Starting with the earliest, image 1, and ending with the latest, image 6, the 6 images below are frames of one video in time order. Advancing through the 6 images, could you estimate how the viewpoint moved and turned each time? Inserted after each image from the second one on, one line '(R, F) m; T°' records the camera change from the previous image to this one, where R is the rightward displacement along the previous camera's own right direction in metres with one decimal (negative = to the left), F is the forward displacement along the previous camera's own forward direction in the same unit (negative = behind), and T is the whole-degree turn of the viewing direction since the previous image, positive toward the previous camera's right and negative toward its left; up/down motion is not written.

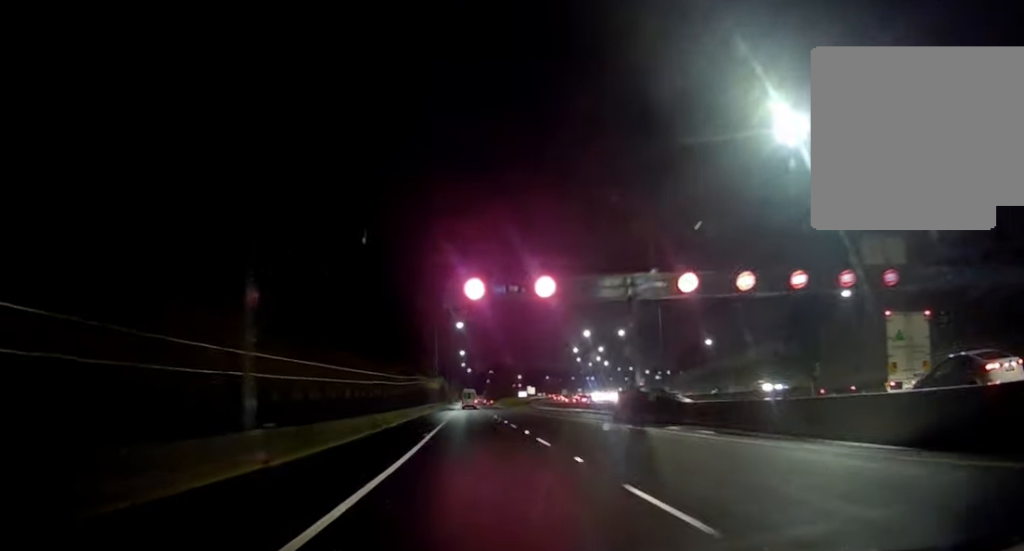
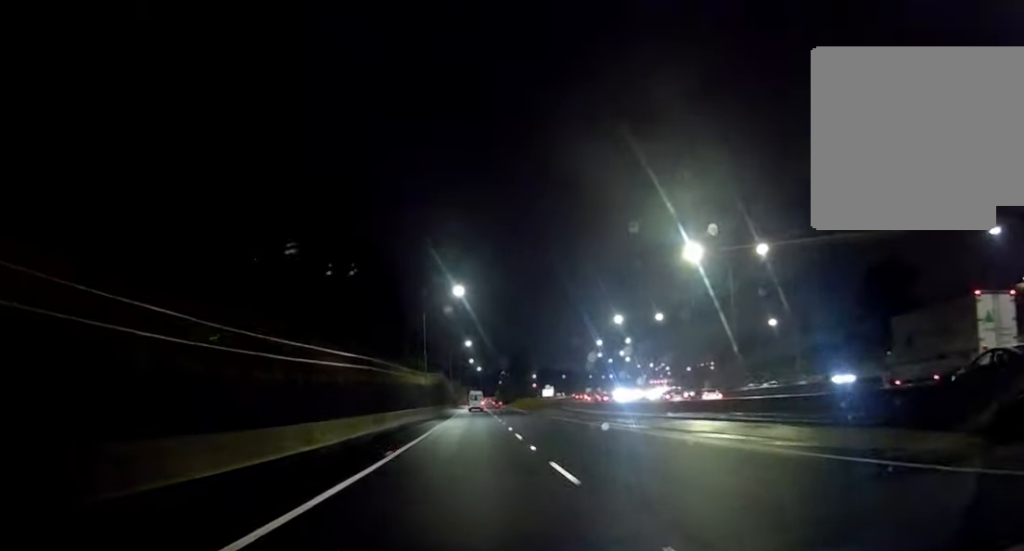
(+0.6, +31.5) m; -1°
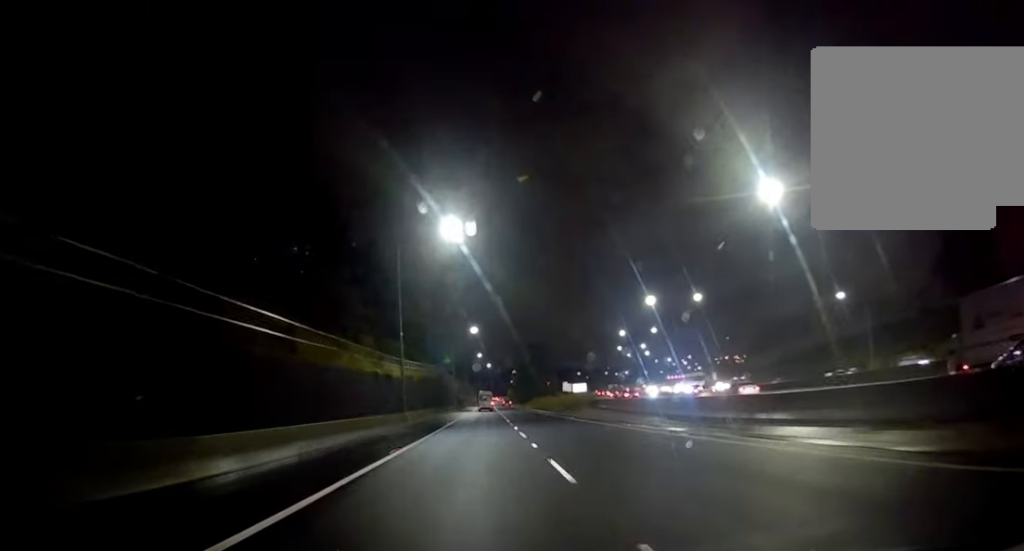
(-0.8, +23.8) m; 0°
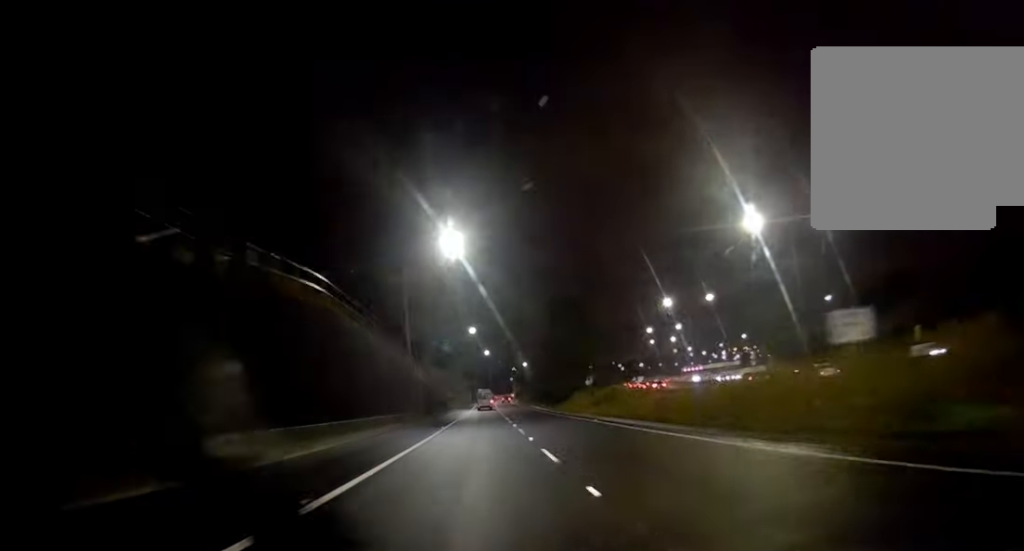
(-0.5, +55.8) m; -2°
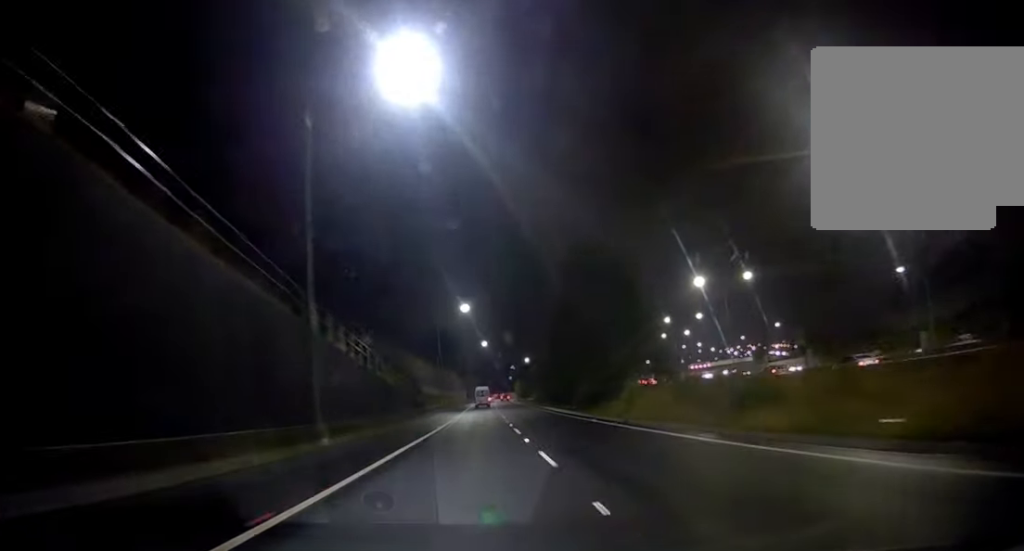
(0.0, +24.8) m; 0°
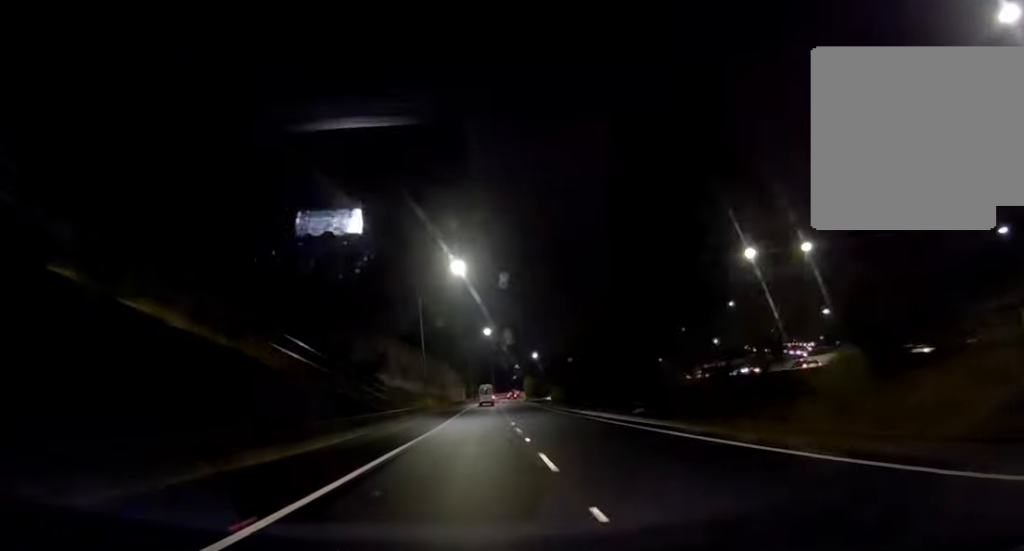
(0.0, +25.8) m; 0°
